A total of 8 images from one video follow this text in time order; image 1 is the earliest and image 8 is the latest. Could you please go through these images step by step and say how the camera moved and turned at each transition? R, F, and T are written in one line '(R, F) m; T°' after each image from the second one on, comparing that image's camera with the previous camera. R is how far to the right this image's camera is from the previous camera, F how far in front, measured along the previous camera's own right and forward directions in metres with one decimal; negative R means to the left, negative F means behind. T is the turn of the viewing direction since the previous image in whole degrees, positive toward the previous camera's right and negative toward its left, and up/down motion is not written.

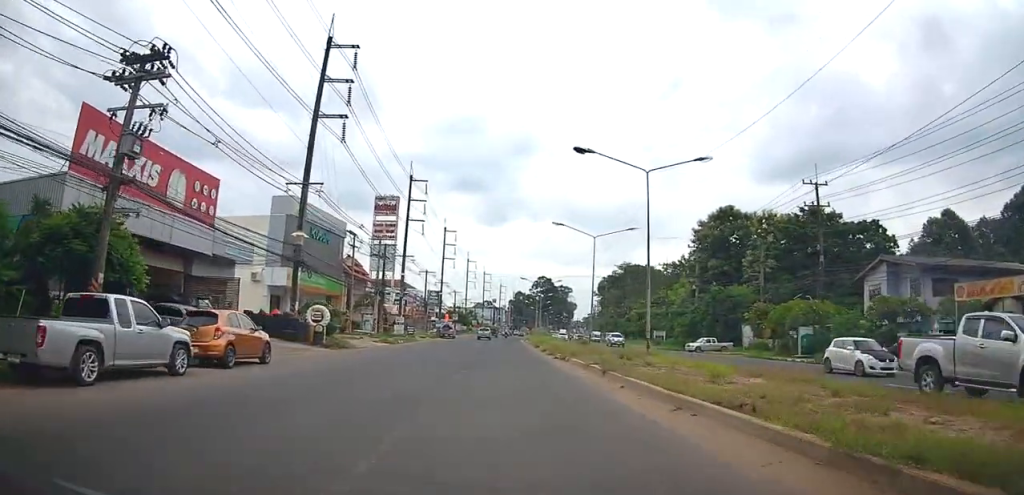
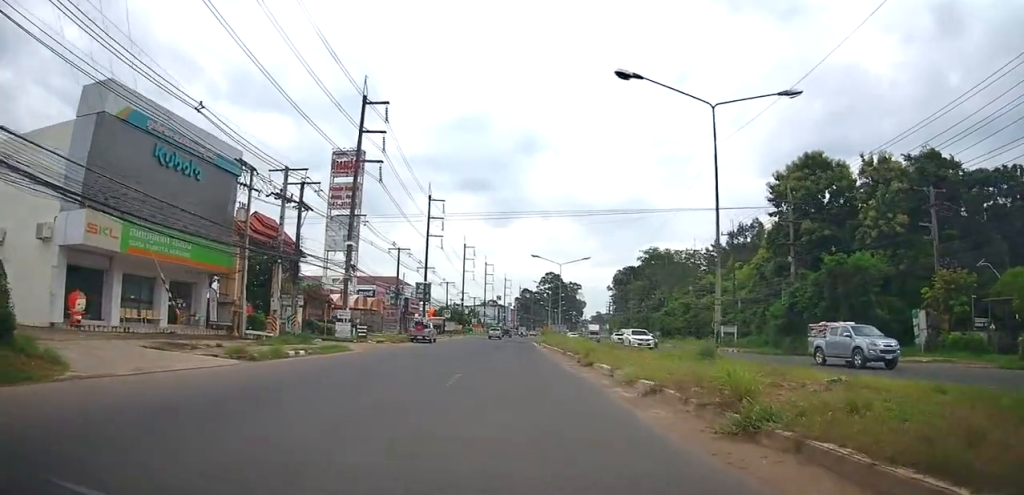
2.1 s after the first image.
(-0.1, +25.9) m; -1°
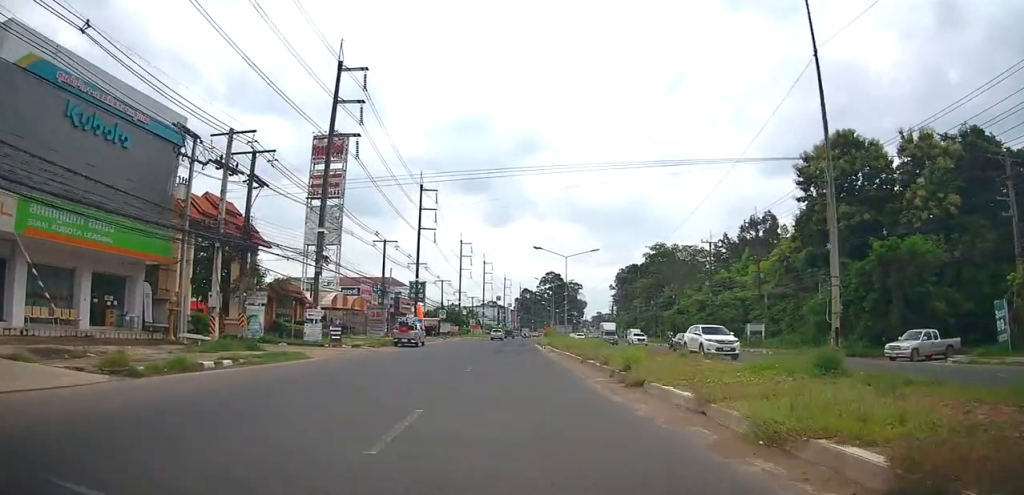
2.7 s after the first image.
(-0.1, +7.0) m; 0°
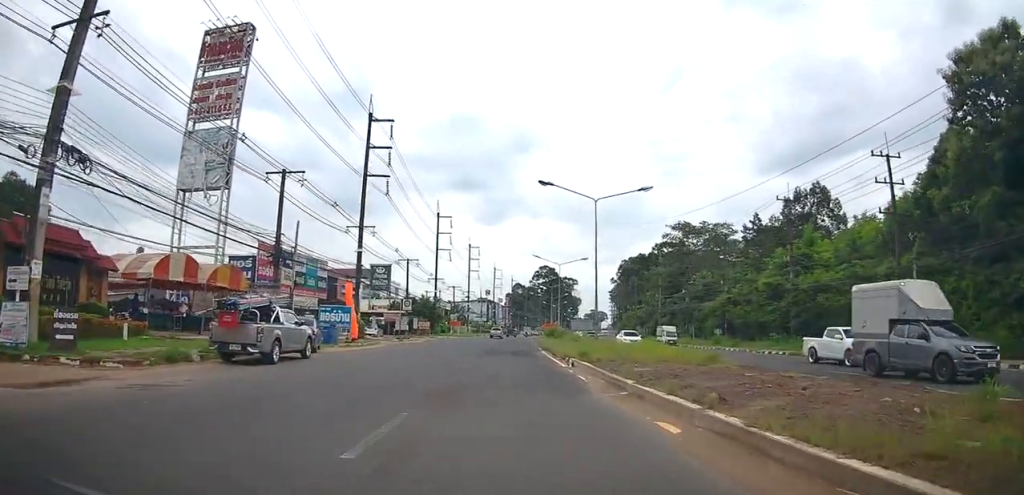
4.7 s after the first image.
(+0.5, +24.5) m; +2°
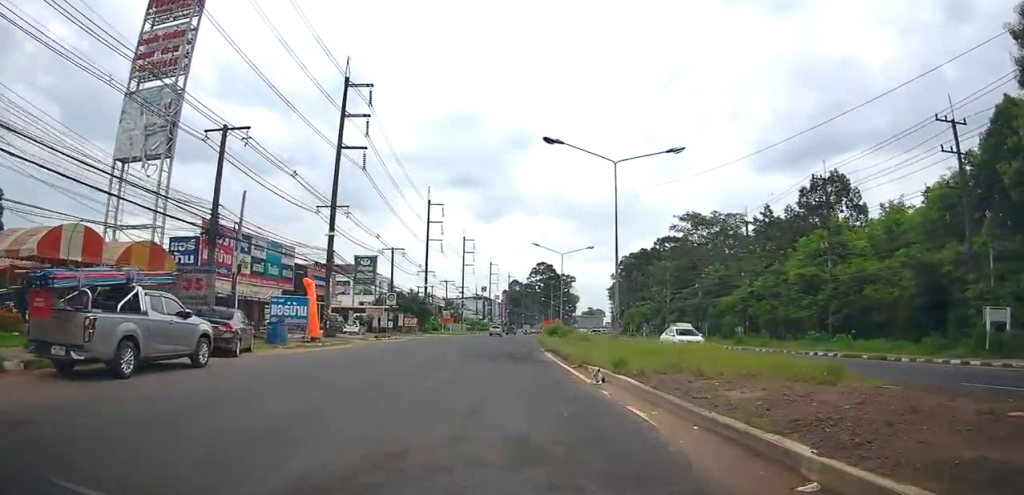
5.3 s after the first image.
(0.0, +7.2) m; -1°
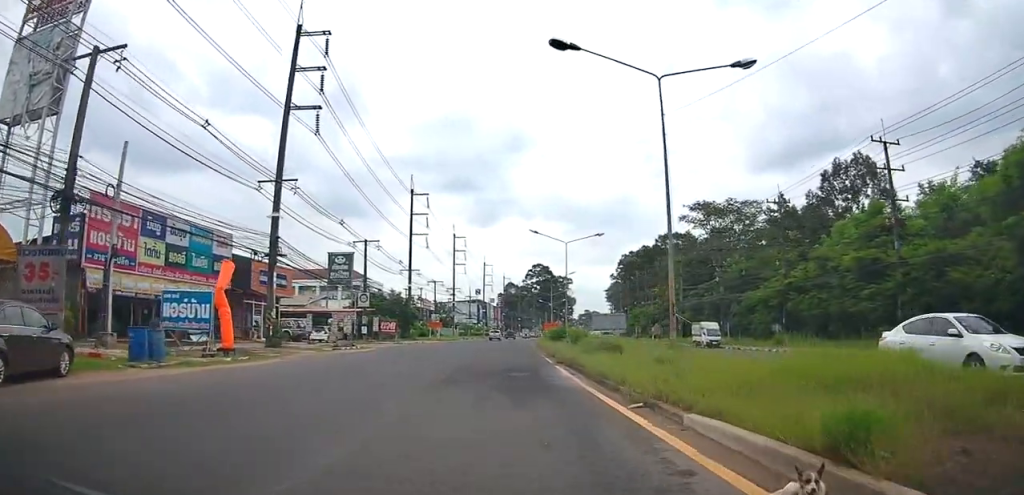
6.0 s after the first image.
(-0.1, +9.3) m; 0°
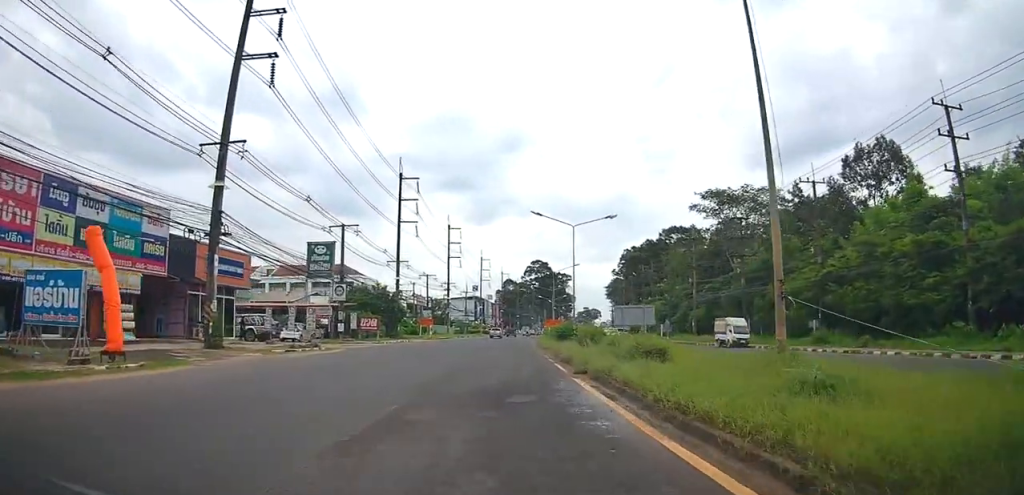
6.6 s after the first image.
(-0.2, +6.6) m; +1°
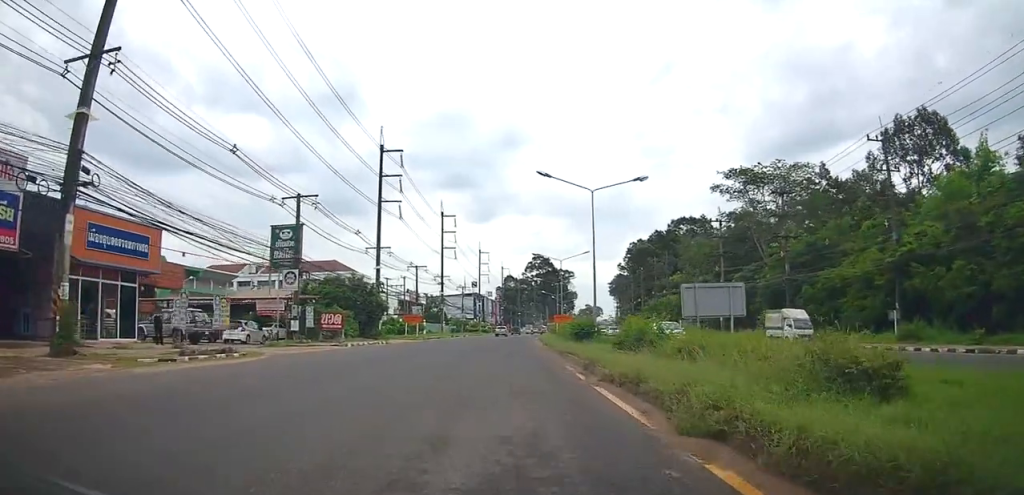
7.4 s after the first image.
(+0.3, +9.9) m; +2°
